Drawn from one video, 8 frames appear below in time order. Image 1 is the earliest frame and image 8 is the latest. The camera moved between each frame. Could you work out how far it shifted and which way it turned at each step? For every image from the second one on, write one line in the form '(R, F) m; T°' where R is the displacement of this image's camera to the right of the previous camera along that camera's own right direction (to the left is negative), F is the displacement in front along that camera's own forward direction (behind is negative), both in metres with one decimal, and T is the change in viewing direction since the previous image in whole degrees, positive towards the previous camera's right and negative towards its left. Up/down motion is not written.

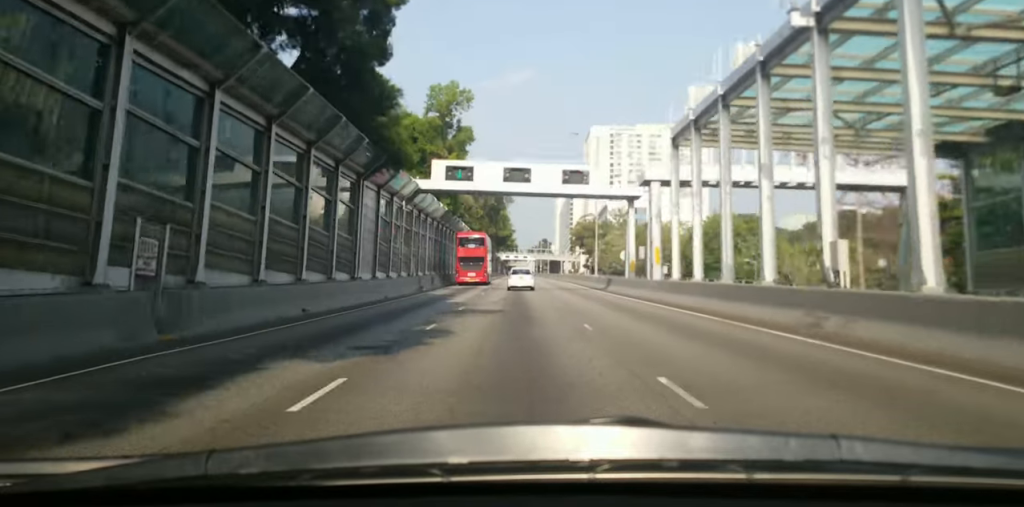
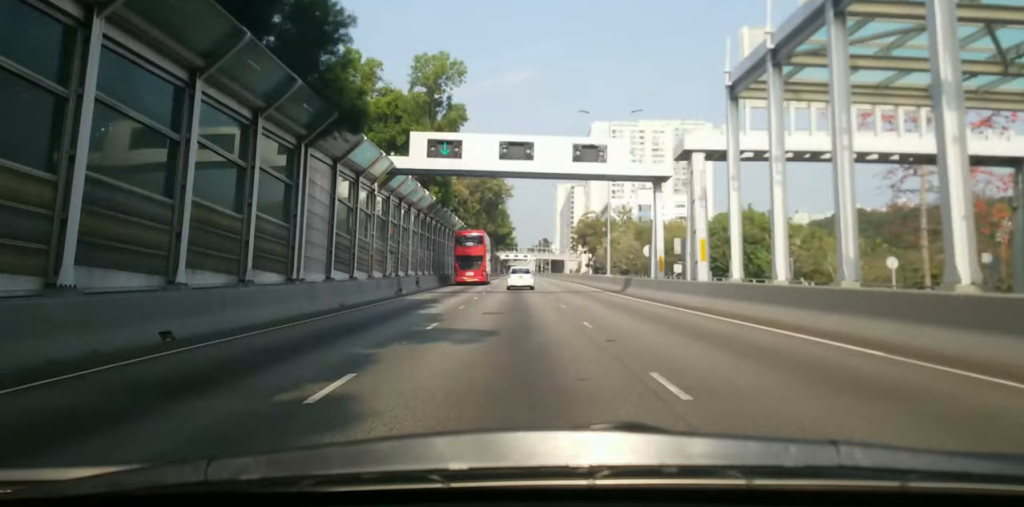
(-0.5, +9.1) m; -2°
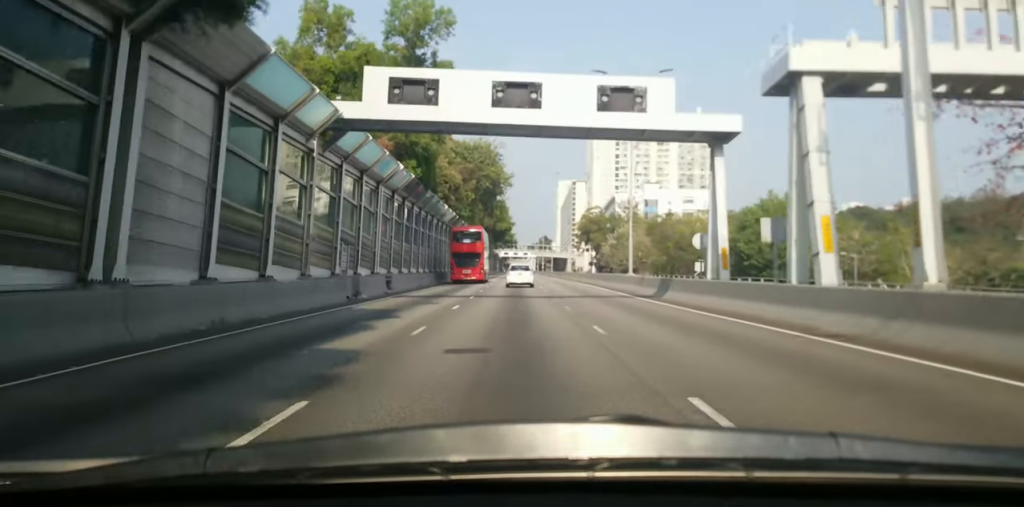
(-0.2, +10.7) m; -2°
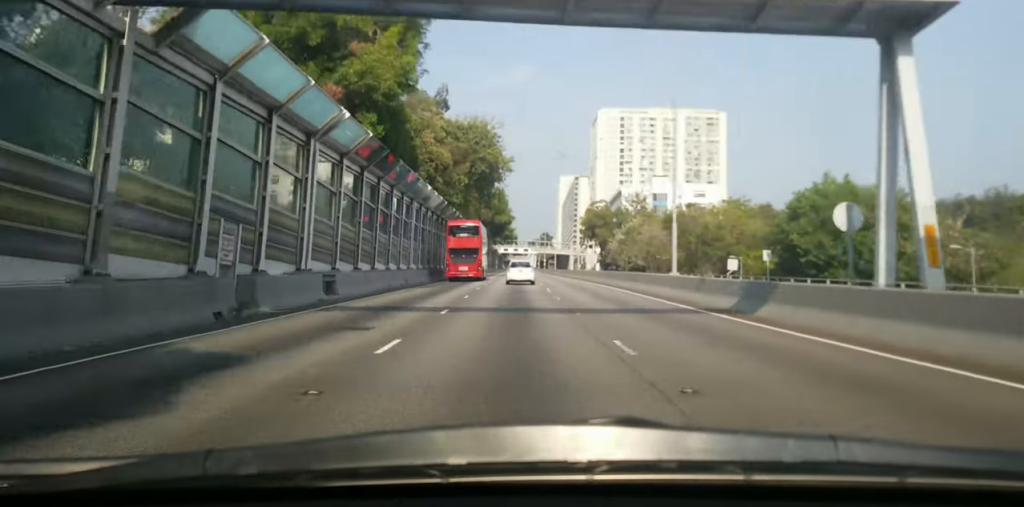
(-0.3, +12.3) m; +1°
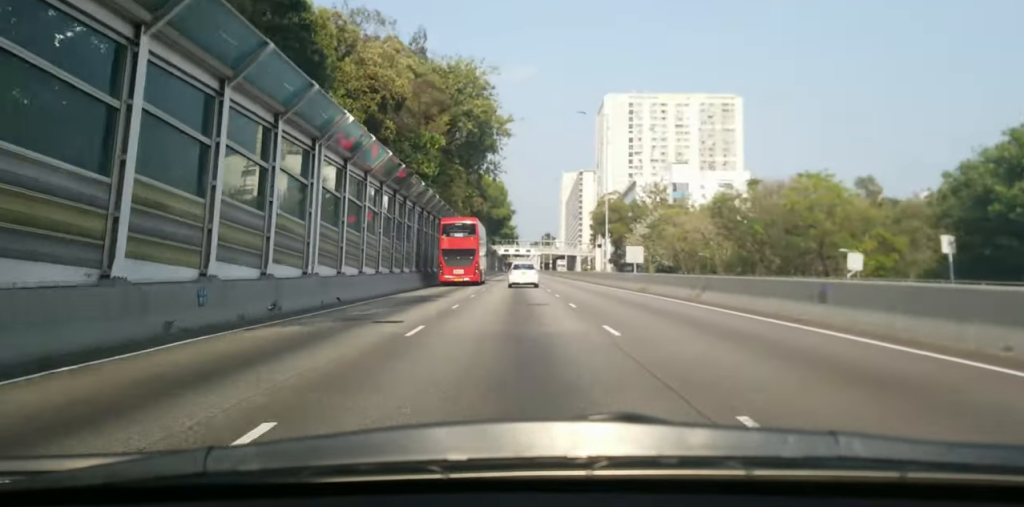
(+0.6, +23.6) m; +1°
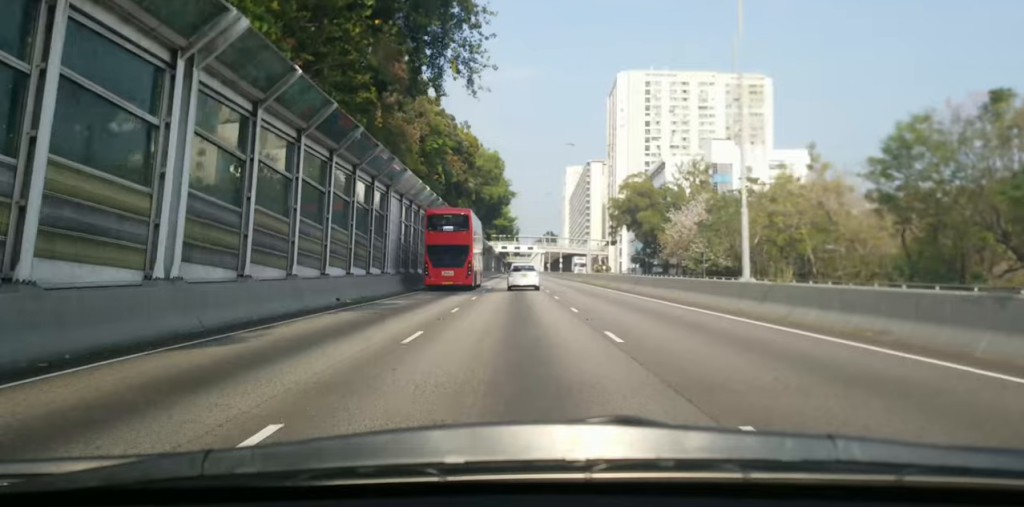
(-0.6, +35.5) m; -1°
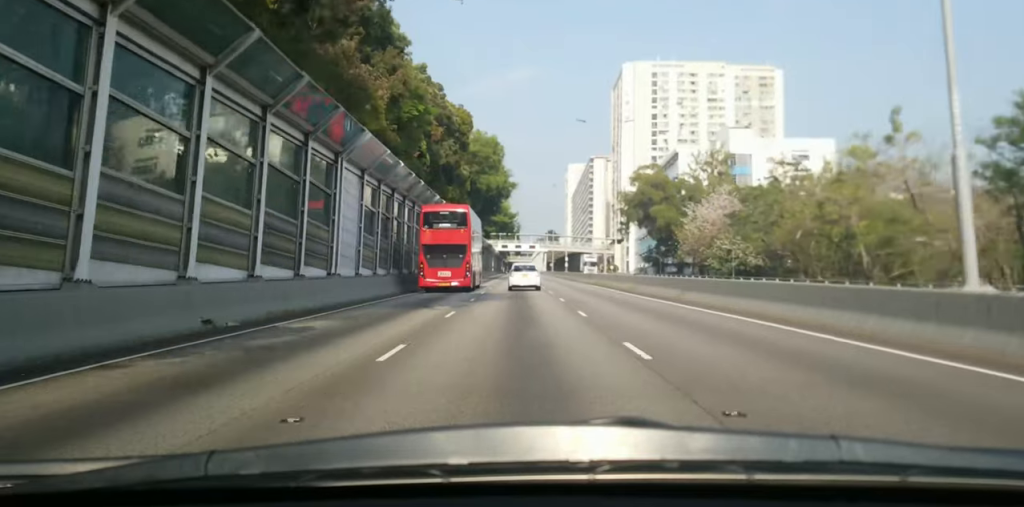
(+0.1, +11.3) m; 0°
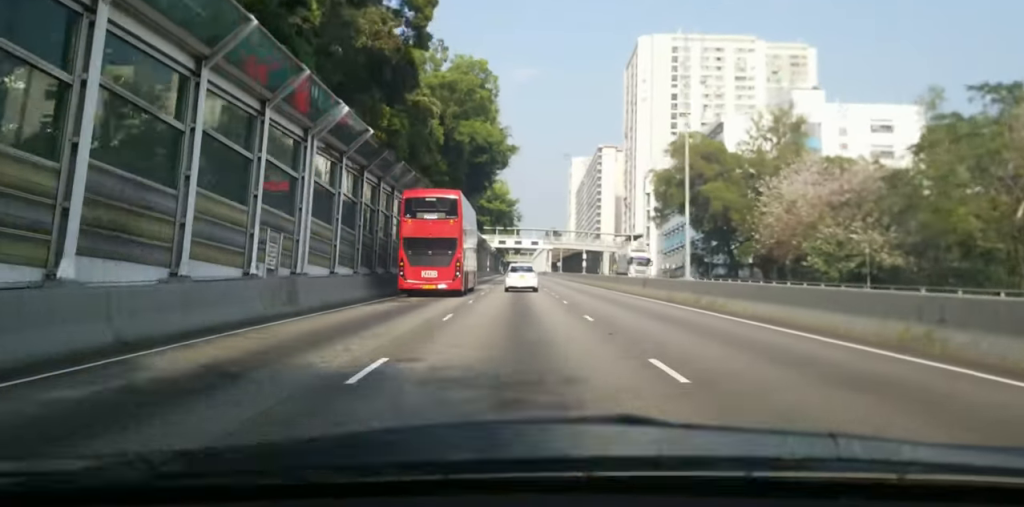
(+0.5, +29.0) m; +2°
